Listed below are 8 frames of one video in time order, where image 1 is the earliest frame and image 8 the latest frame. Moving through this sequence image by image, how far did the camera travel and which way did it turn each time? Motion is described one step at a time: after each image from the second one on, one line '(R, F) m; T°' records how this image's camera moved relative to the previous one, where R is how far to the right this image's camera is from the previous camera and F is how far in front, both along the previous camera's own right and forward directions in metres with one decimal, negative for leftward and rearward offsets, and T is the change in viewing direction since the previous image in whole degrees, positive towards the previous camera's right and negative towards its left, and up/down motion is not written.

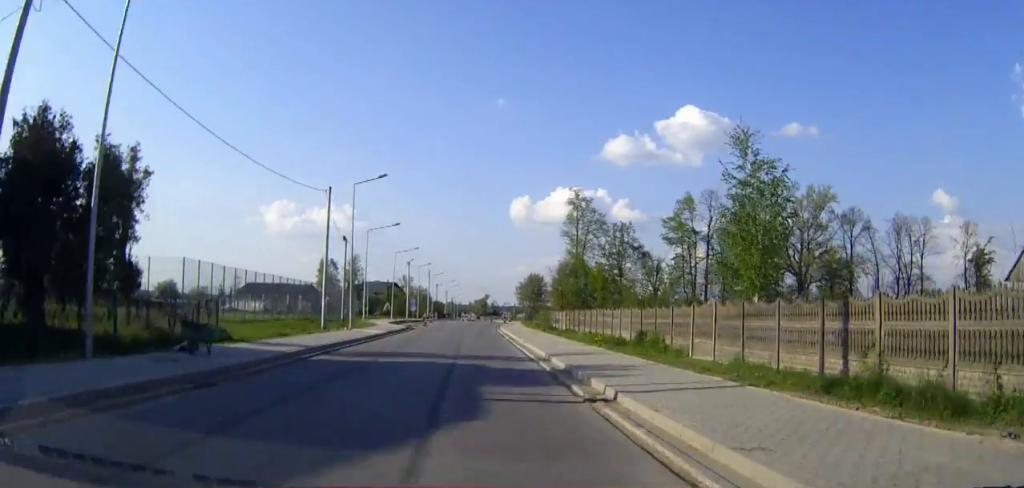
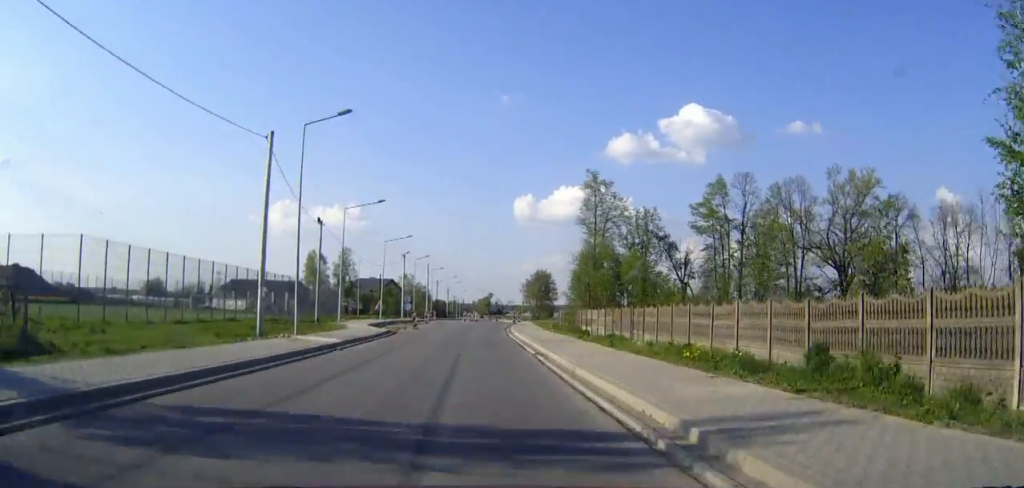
(0.0, +13.8) m; 0°
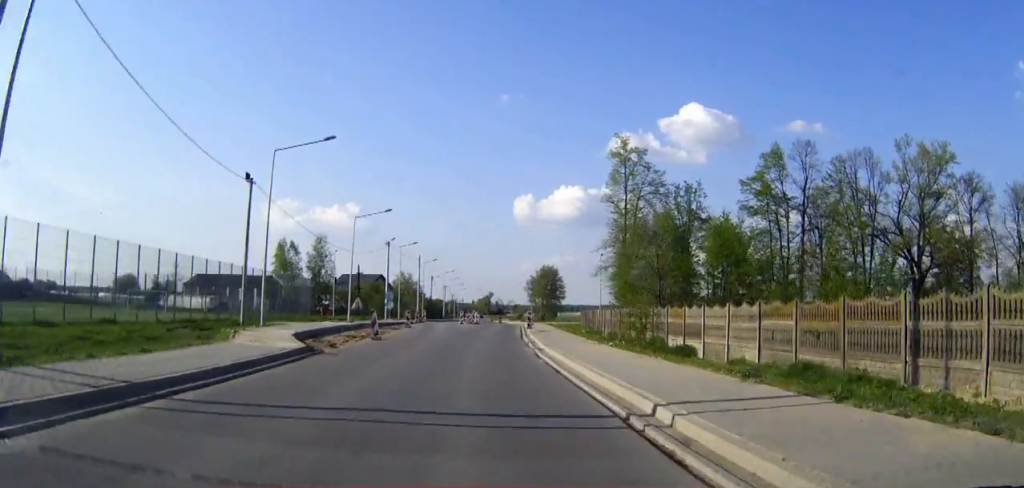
(-0.1, +19.9) m; 0°
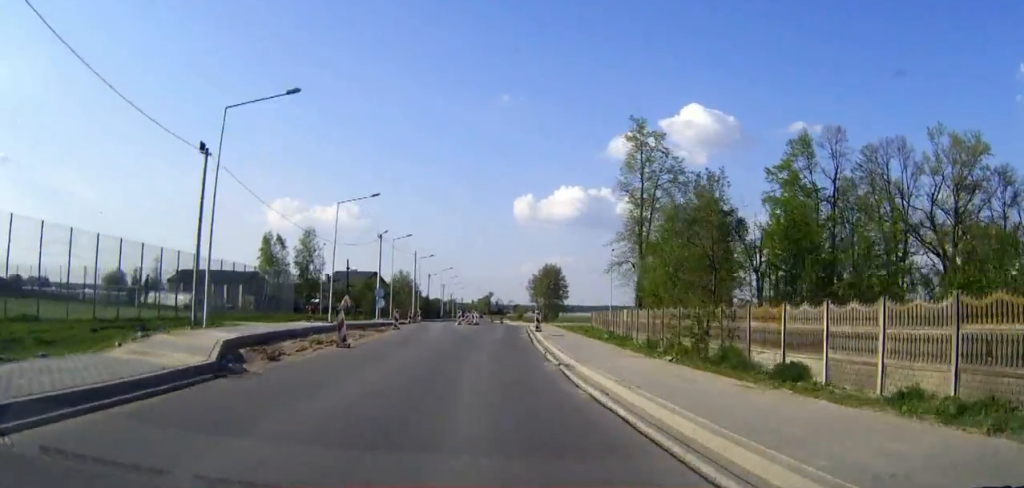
(0.0, +7.5) m; 0°
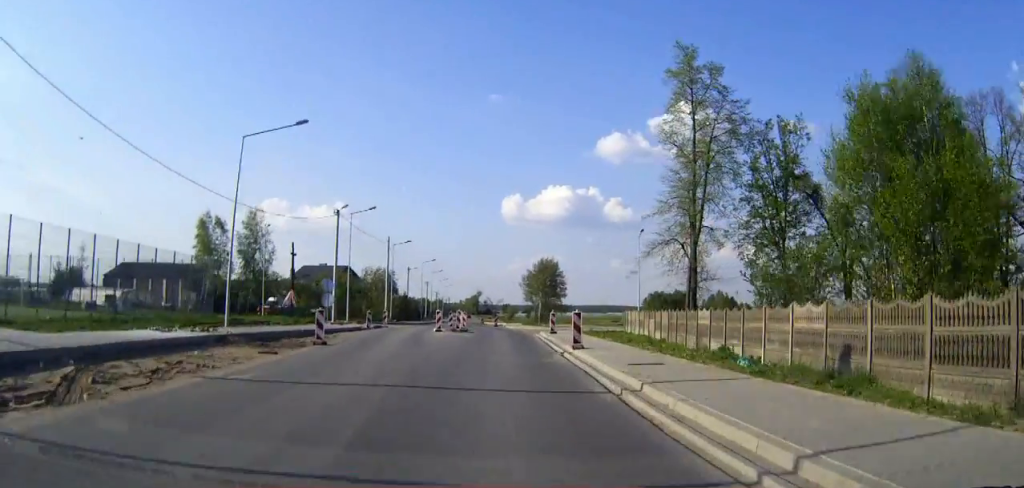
(+0.1, +20.1) m; +1°
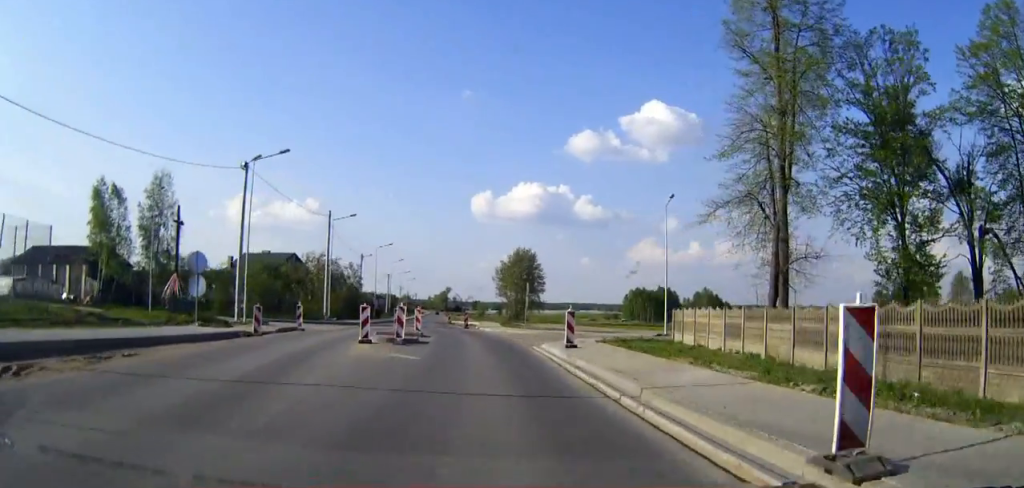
(+0.3, +19.2) m; +2°
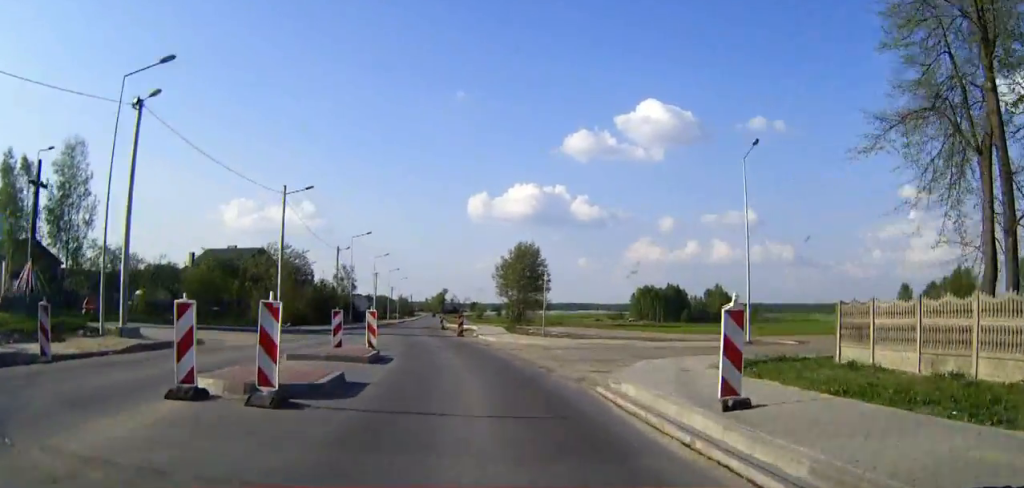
(+0.1, +15.3) m; +1°
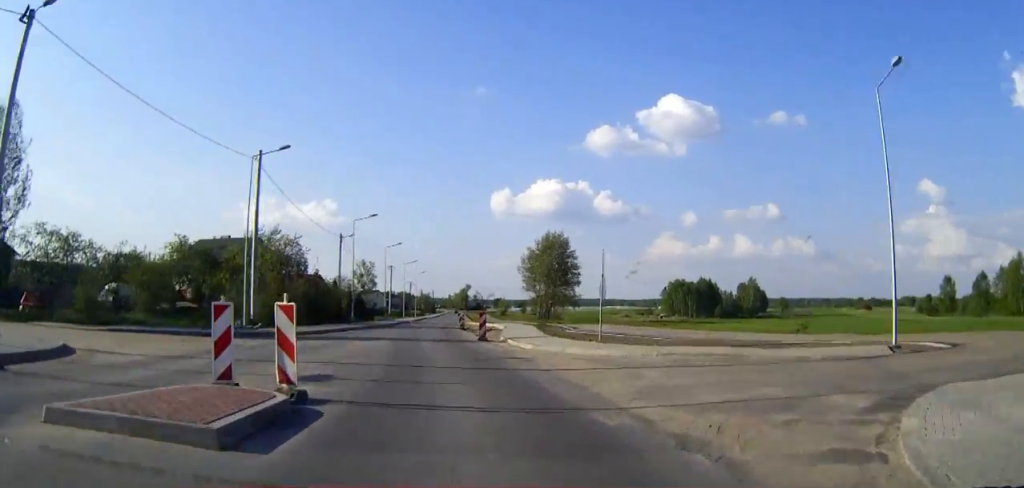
(0.0, +11.1) m; -1°
